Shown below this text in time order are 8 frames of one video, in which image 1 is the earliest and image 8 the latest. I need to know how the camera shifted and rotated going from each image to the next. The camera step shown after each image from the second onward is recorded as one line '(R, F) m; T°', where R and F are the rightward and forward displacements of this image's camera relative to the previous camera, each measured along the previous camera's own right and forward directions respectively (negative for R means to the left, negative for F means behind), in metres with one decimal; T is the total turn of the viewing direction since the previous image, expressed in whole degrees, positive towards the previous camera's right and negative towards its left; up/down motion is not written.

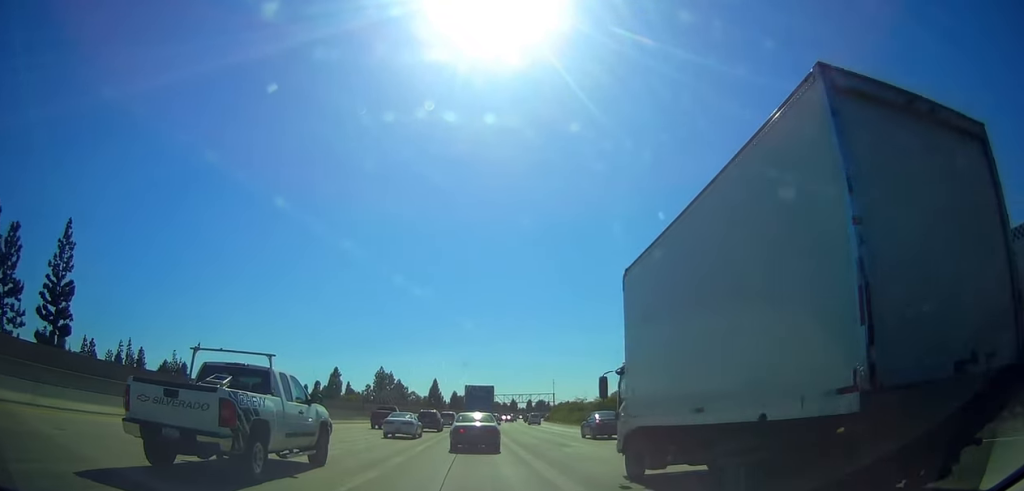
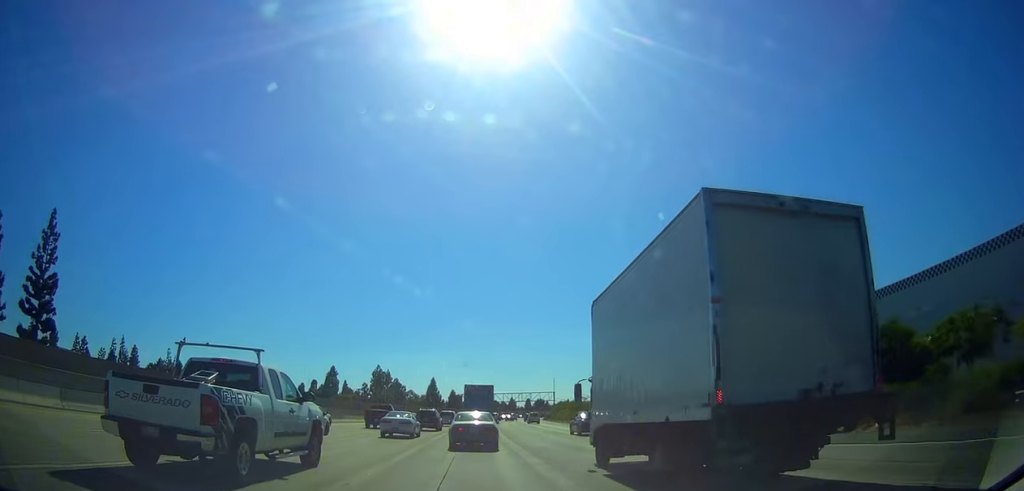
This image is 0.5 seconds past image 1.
(0.0, +4.7) m; 0°
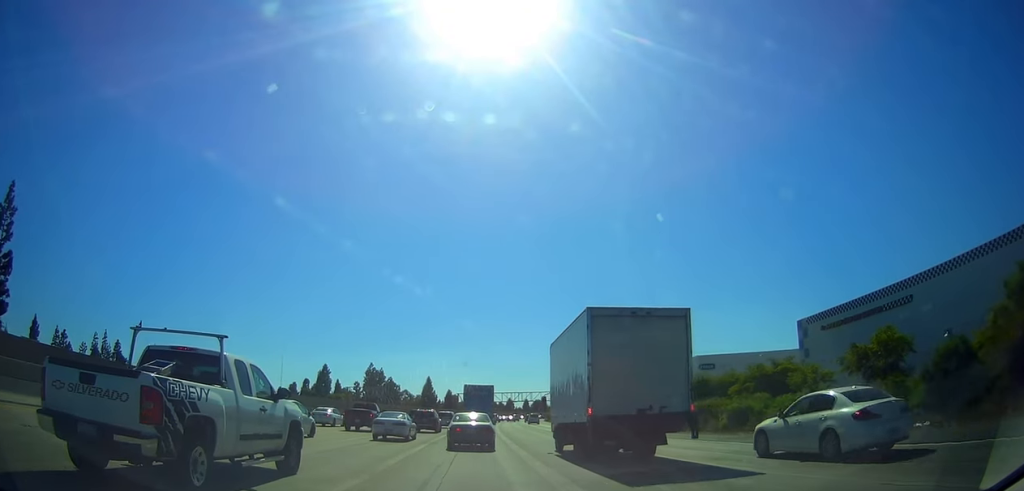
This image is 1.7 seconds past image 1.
(0.0, +12.2) m; 0°
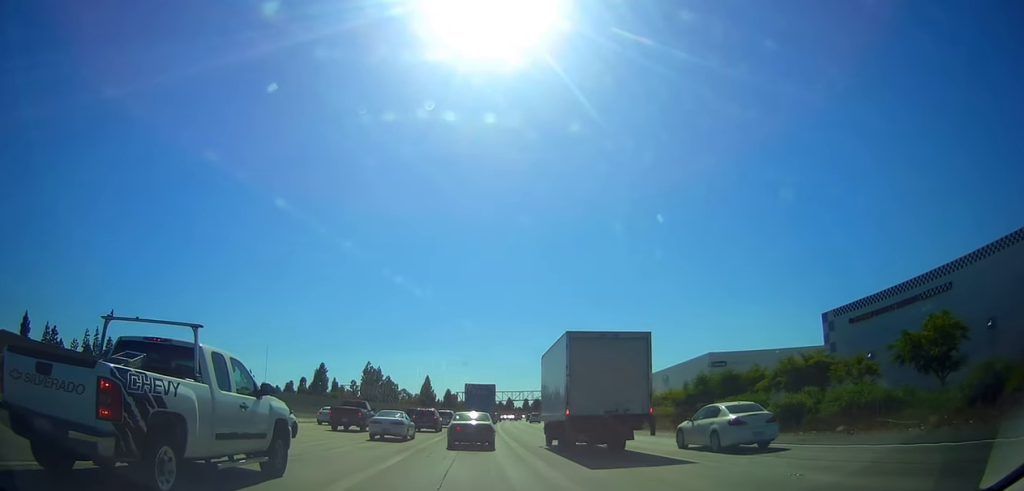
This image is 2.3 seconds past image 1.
(0.0, +5.9) m; 0°
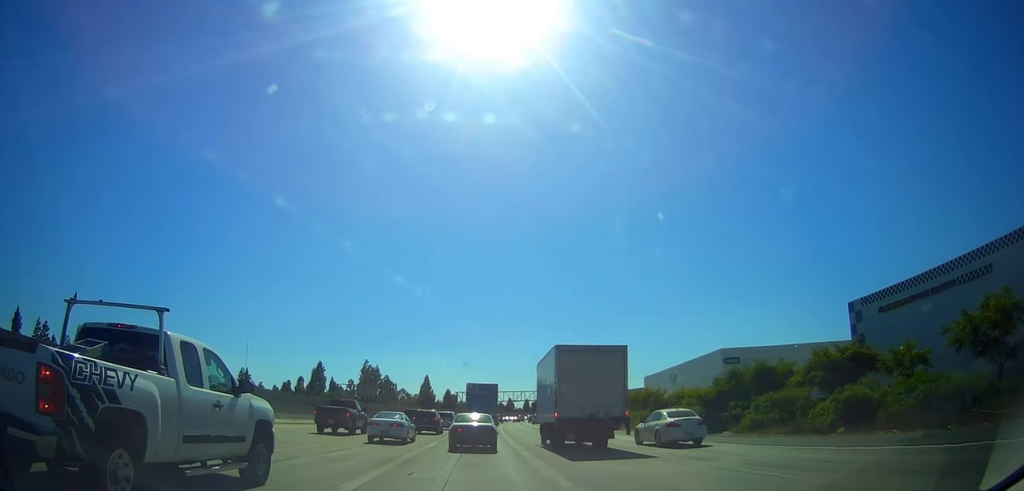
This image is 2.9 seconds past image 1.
(0.0, +5.5) m; 0°
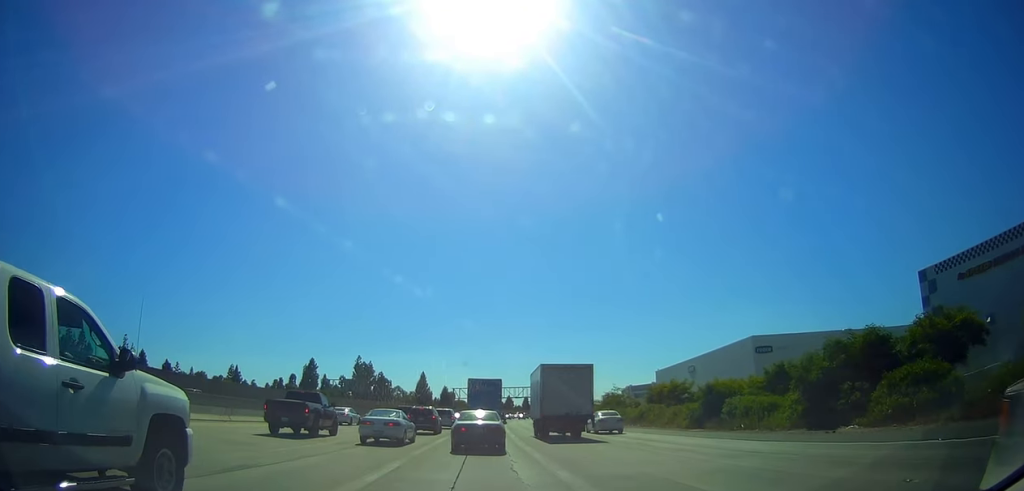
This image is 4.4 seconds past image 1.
(0.0, +12.9) m; 0°
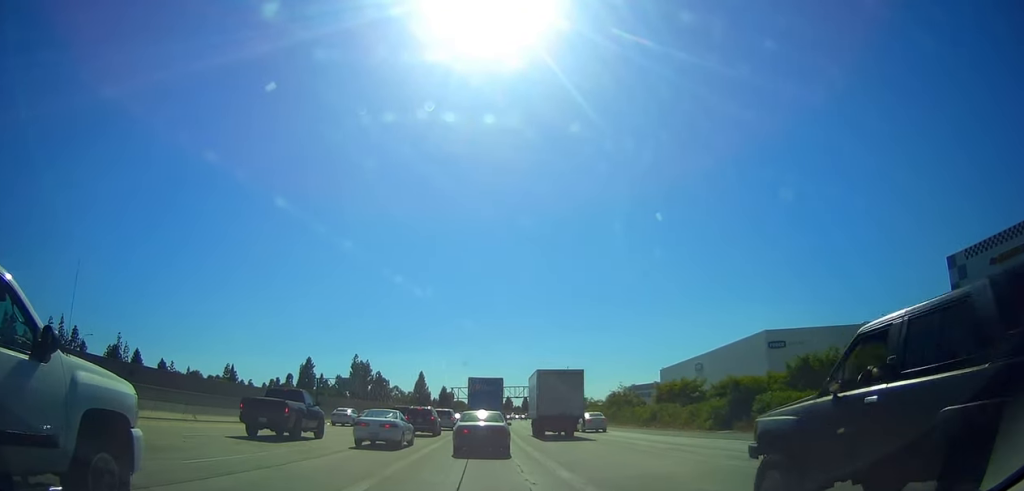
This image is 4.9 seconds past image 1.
(0.0, +4.9) m; 0°
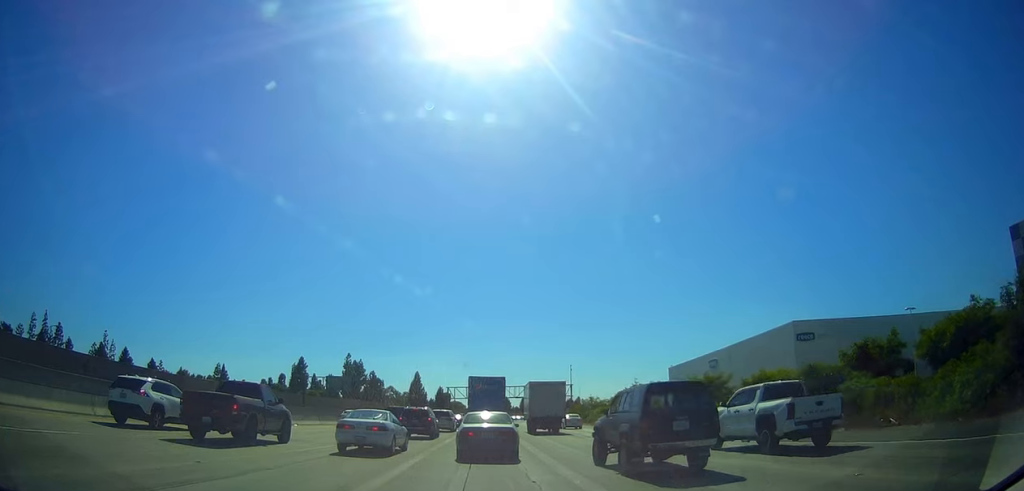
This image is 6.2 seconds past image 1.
(0.0, +10.4) m; 0°
